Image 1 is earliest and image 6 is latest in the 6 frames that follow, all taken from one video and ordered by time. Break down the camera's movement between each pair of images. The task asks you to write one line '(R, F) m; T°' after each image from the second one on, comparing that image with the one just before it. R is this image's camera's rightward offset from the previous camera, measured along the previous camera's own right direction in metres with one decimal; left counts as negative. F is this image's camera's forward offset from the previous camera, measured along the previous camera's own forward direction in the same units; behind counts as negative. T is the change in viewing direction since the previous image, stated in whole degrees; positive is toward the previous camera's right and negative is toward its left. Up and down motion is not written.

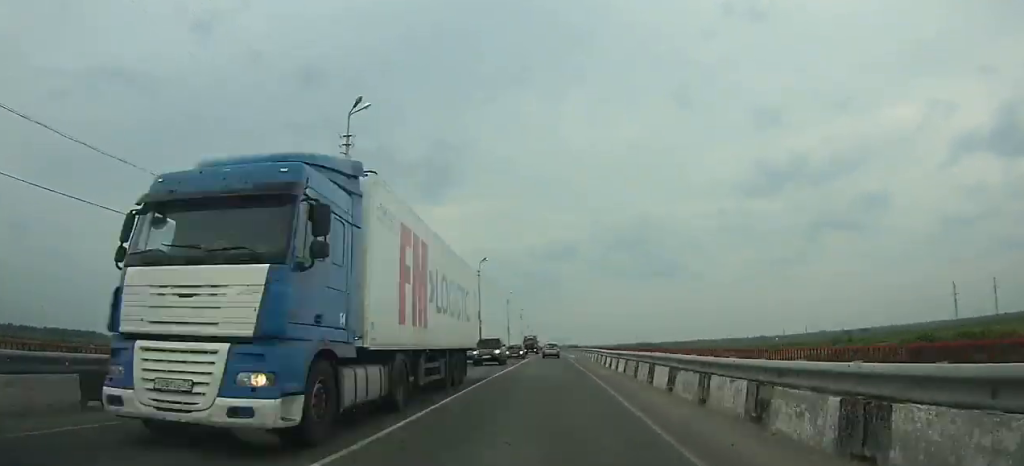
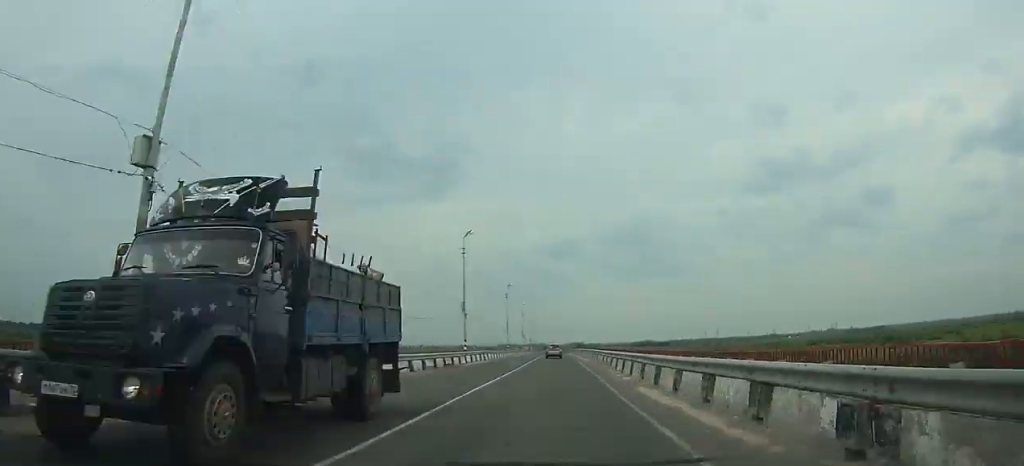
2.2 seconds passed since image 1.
(-0.1, +57.8) m; 0°
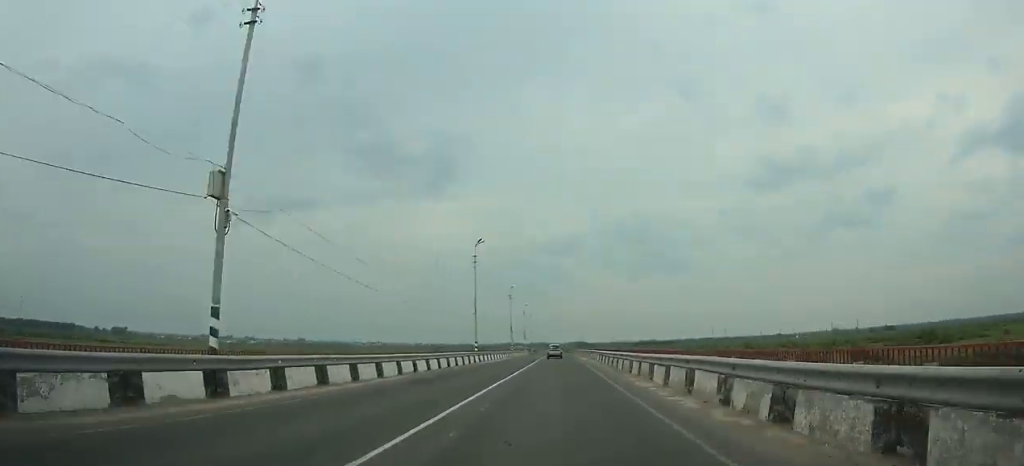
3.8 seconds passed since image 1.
(0.0, +42.0) m; 0°
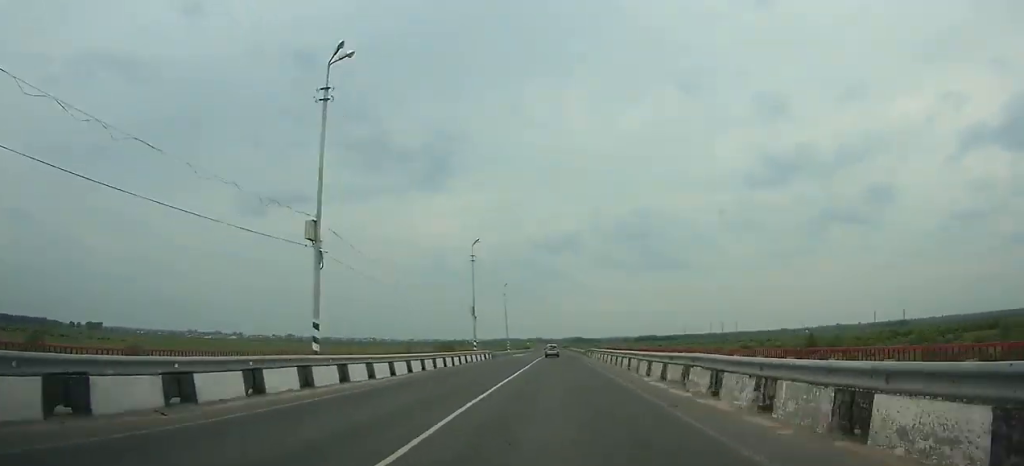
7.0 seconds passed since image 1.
(0.0, +84.2) m; 0°
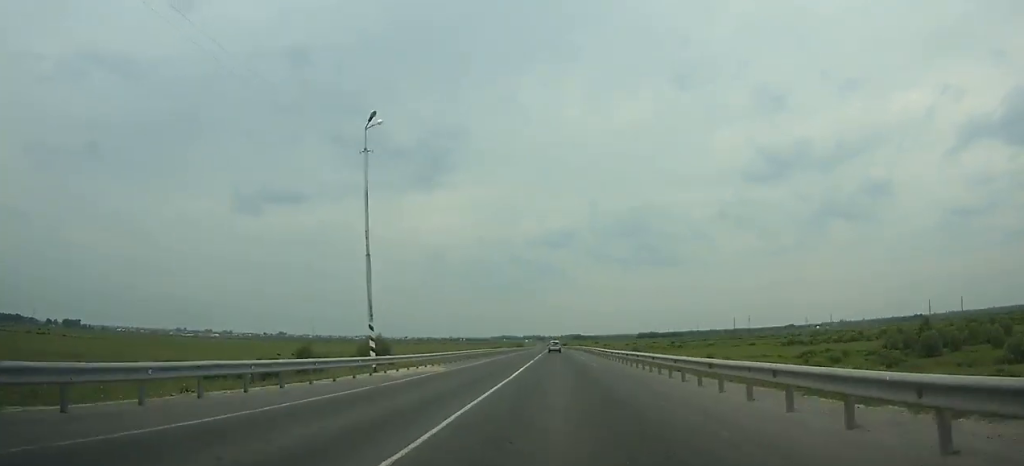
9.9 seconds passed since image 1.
(0.0, +77.0) m; 0°
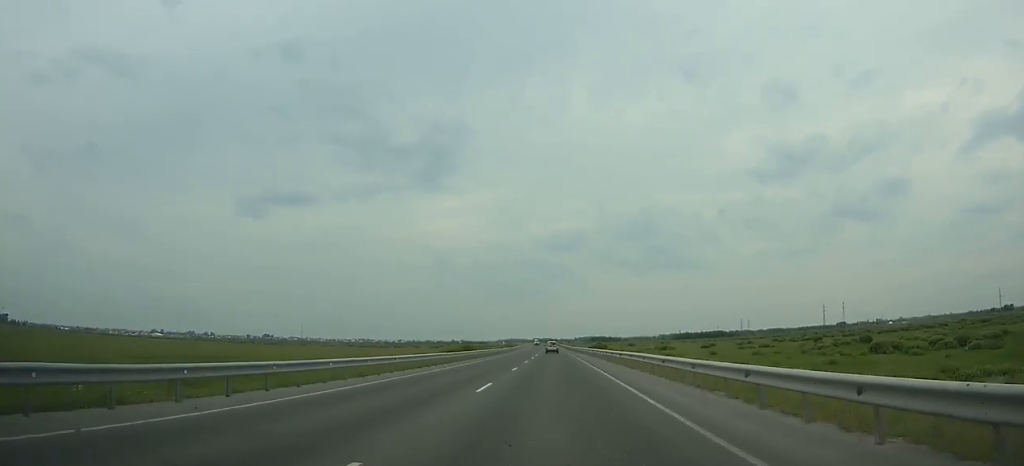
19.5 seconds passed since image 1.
(-1.3, +259.7) m; -1°
